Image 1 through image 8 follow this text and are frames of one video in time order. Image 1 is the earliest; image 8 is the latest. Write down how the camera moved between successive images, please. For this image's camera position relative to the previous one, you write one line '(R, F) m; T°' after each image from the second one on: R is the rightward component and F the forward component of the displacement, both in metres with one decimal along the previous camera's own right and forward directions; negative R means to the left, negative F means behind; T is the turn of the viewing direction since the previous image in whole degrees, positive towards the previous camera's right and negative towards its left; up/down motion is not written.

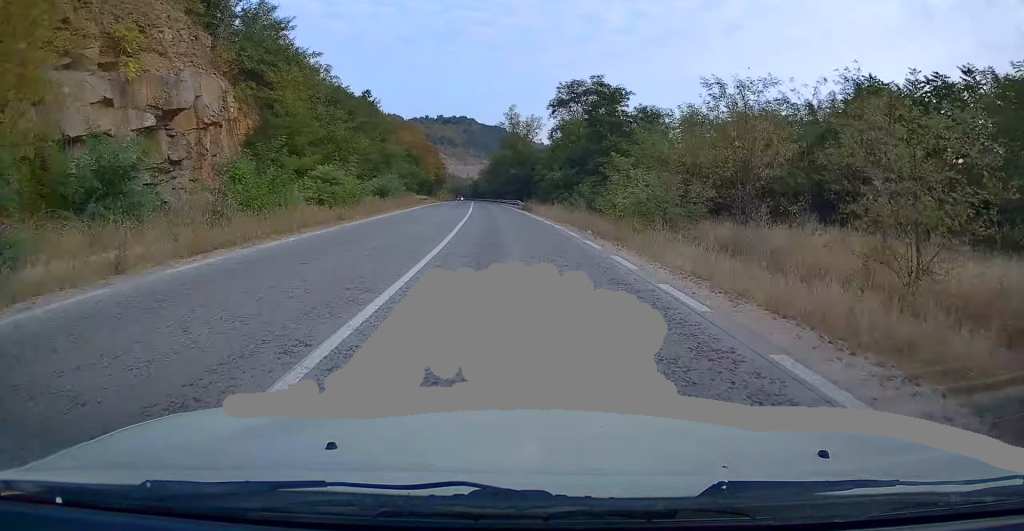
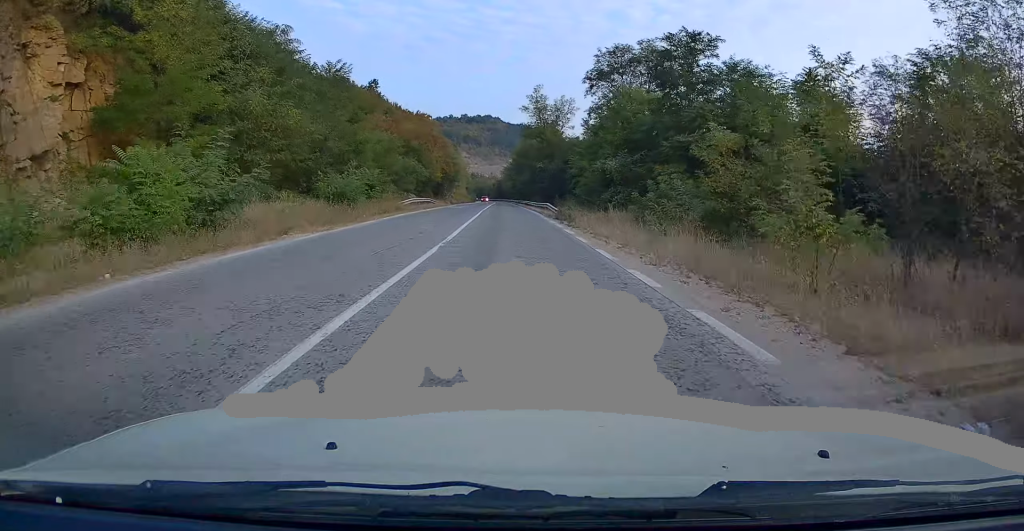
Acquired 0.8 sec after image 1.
(-0.3, +18.3) m; -3°
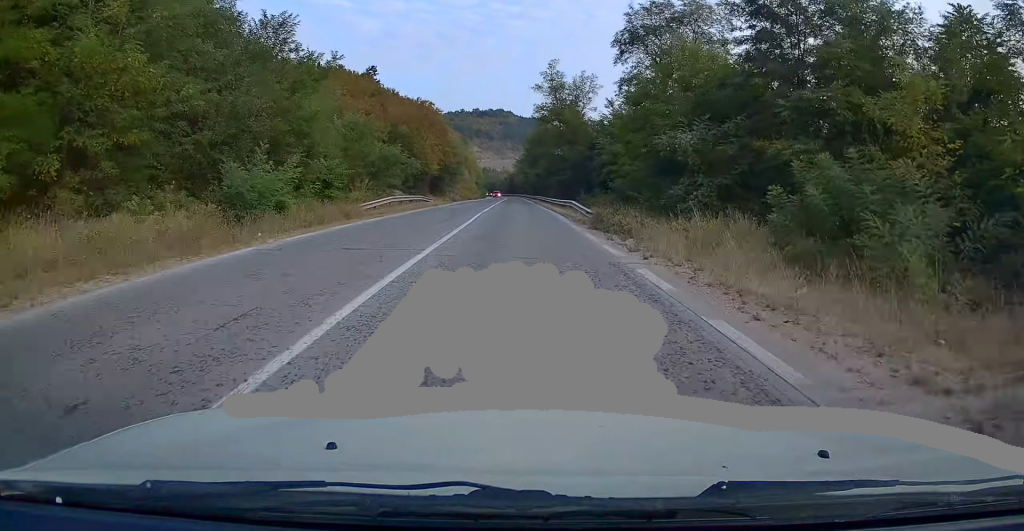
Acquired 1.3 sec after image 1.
(-0.4, +12.8) m; -1°
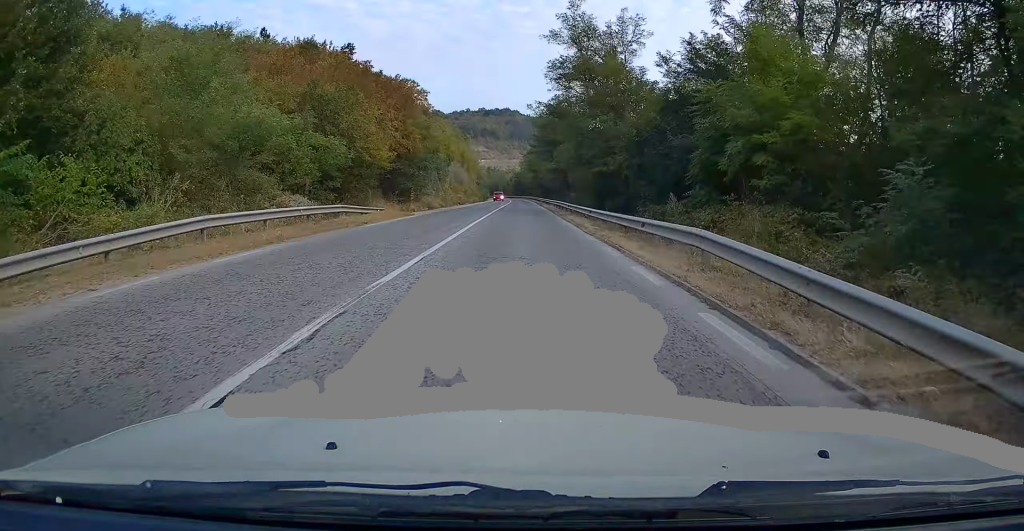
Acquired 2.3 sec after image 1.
(-0.5, +24.1) m; -2°
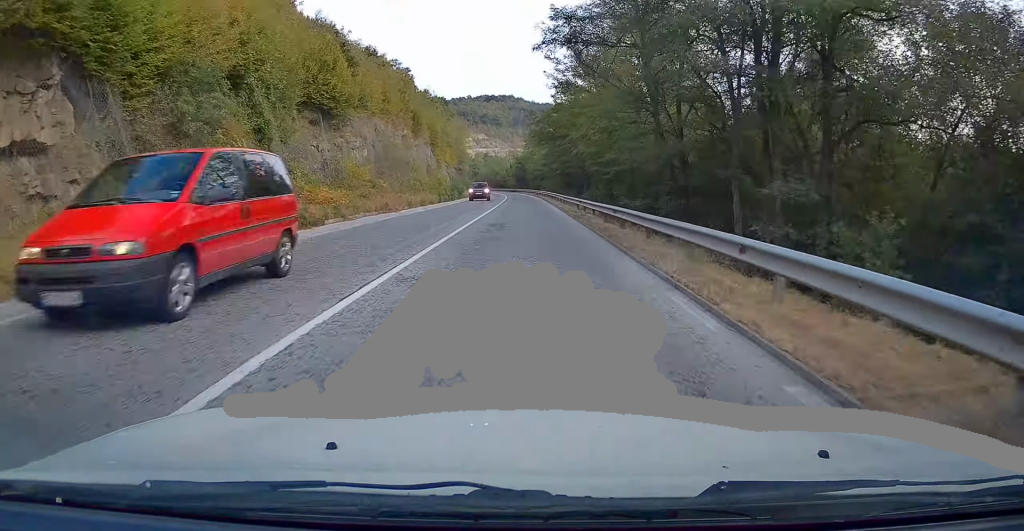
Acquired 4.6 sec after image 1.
(-0.9, +55.7) m; -2°
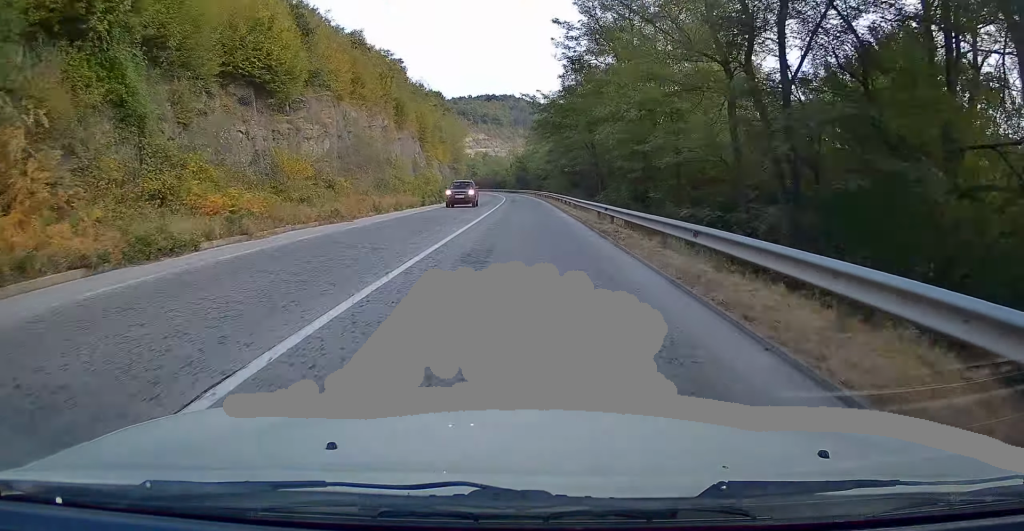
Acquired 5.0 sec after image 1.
(0.0, +9.5) m; 0°
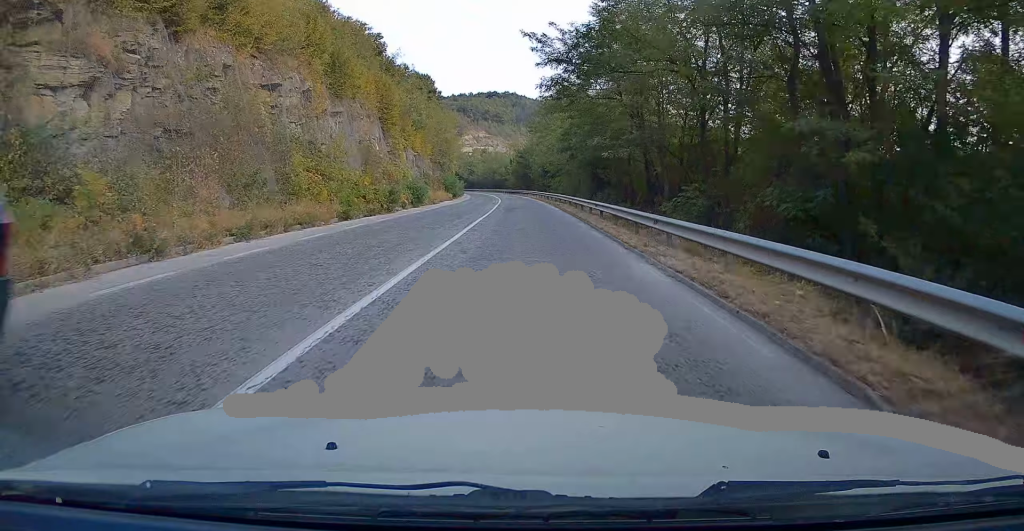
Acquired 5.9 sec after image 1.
(0.0, +20.4) m; 0°
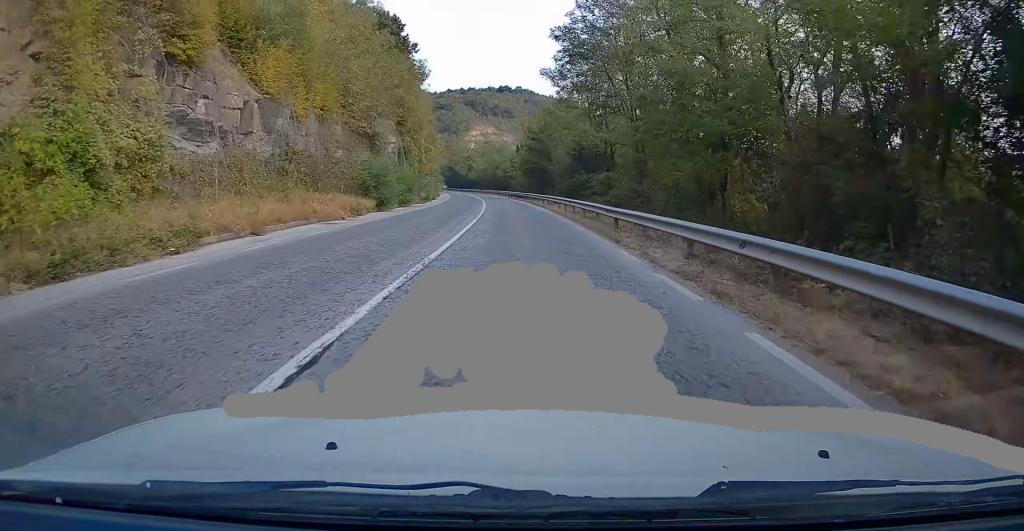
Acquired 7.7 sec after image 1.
(-0.2, +41.8) m; -1°
